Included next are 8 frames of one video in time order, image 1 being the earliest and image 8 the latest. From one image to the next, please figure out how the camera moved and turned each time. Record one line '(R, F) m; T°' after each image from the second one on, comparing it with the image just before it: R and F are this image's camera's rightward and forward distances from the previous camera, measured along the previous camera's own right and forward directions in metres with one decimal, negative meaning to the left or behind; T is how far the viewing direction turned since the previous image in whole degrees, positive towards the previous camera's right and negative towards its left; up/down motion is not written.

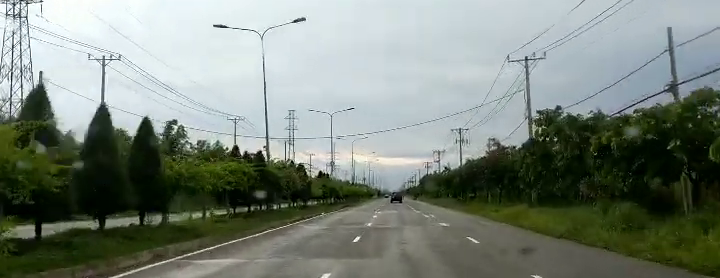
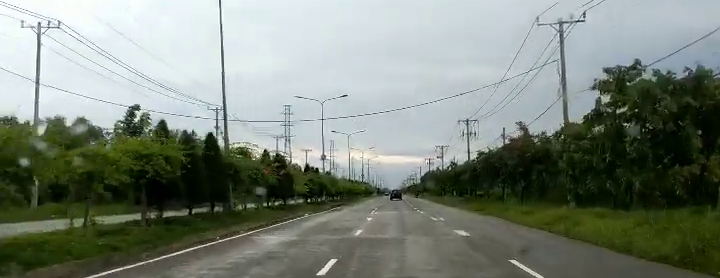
(0.0, +9.6) m; -2°
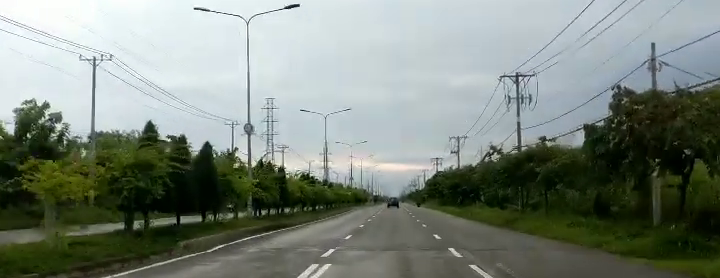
(-0.9, +36.2) m; -2°
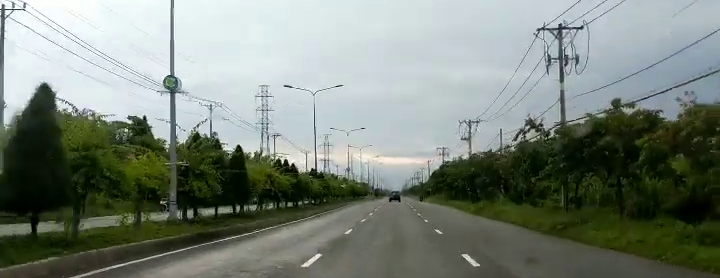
(-0.2, +12.7) m; 0°
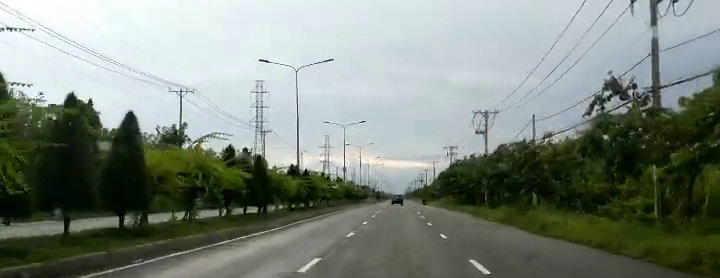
(+0.2, +13.2) m; +1°
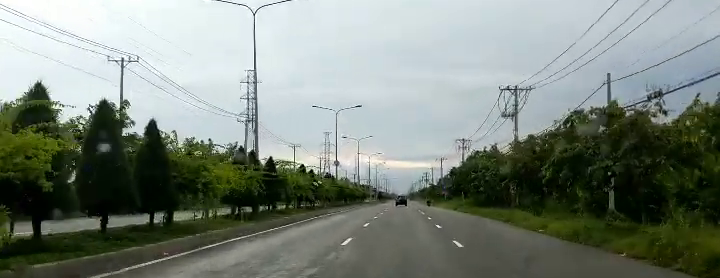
(+0.1, +16.0) m; 0°
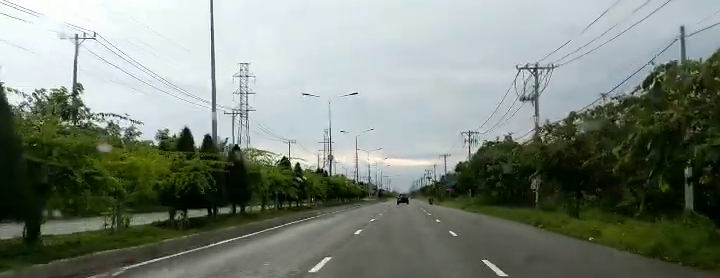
(0.0, +8.0) m; 0°
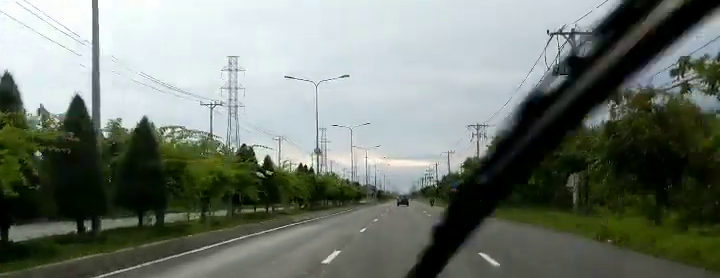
(0.0, +10.3) m; 0°
